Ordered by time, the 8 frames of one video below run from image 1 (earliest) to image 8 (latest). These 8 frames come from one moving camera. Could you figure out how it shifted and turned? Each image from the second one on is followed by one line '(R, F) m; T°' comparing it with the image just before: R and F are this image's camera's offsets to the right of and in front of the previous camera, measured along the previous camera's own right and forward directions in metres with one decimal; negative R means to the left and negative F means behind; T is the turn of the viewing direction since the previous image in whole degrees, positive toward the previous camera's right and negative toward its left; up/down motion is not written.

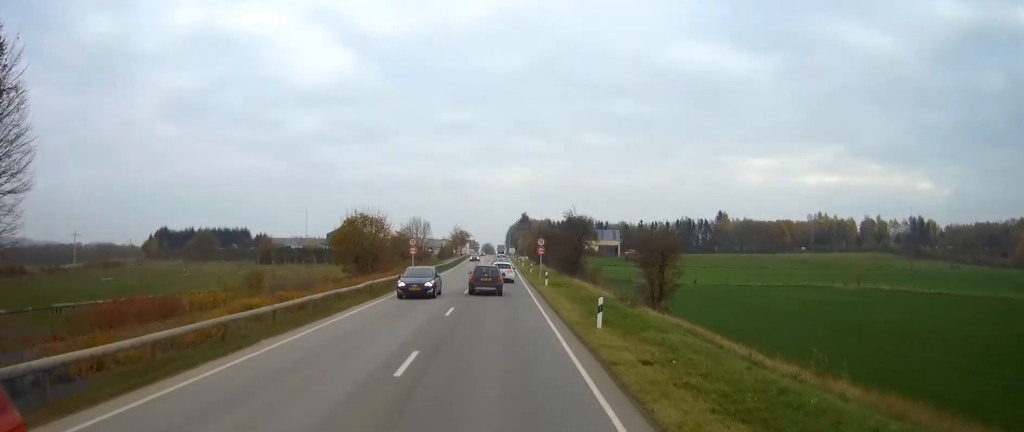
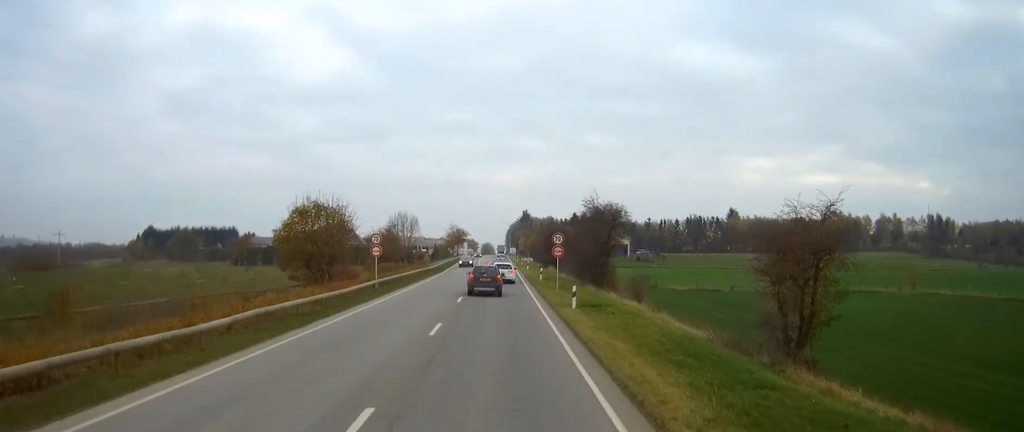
(+0.1, +17.4) m; 0°
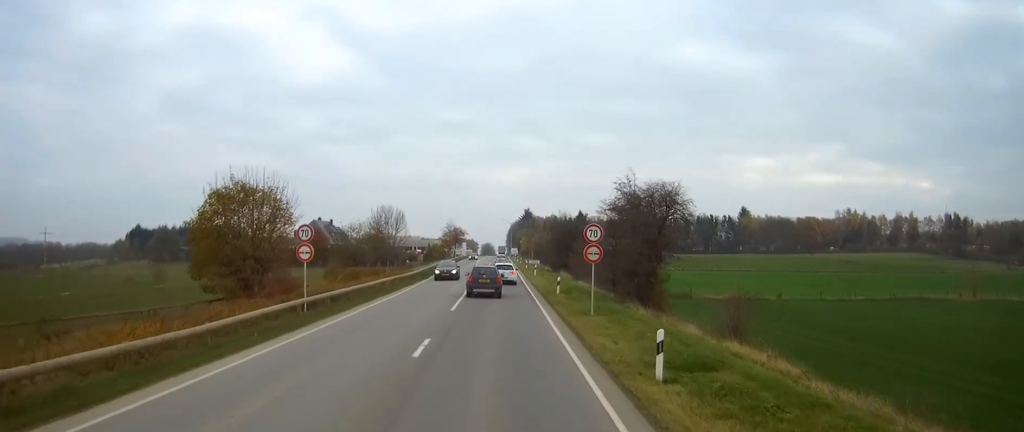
(0.0, +15.5) m; 0°
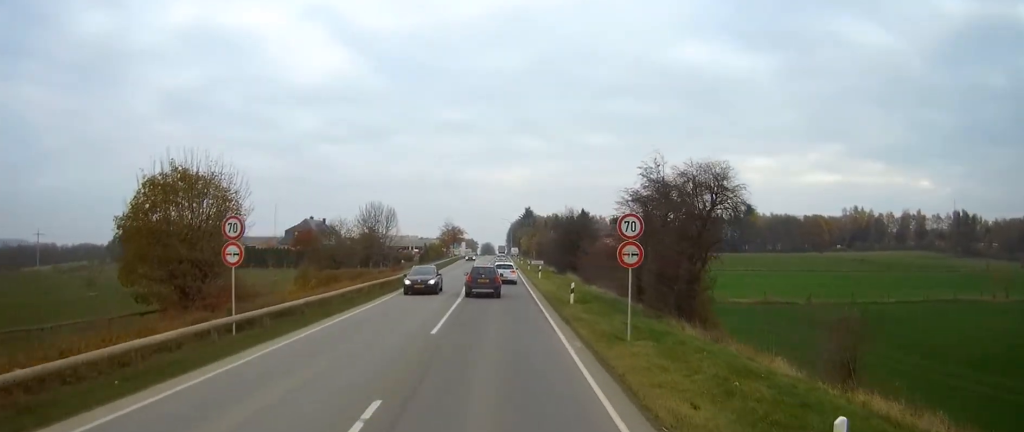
(0.0, +7.4) m; 0°
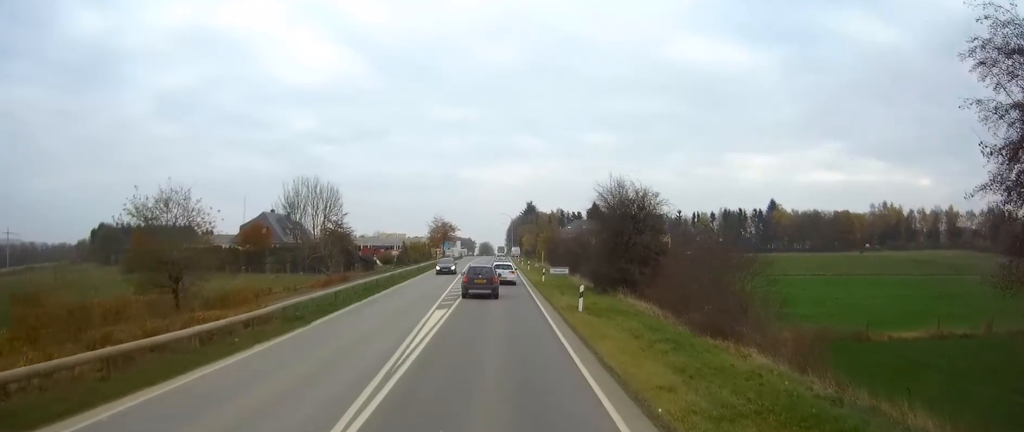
(+0.1, +28.9) m; 0°
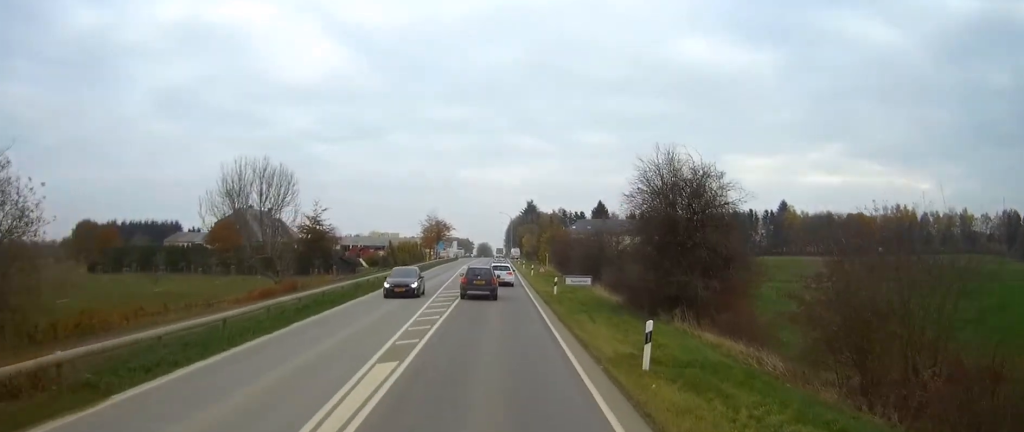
(0.0, +12.4) m; 0°
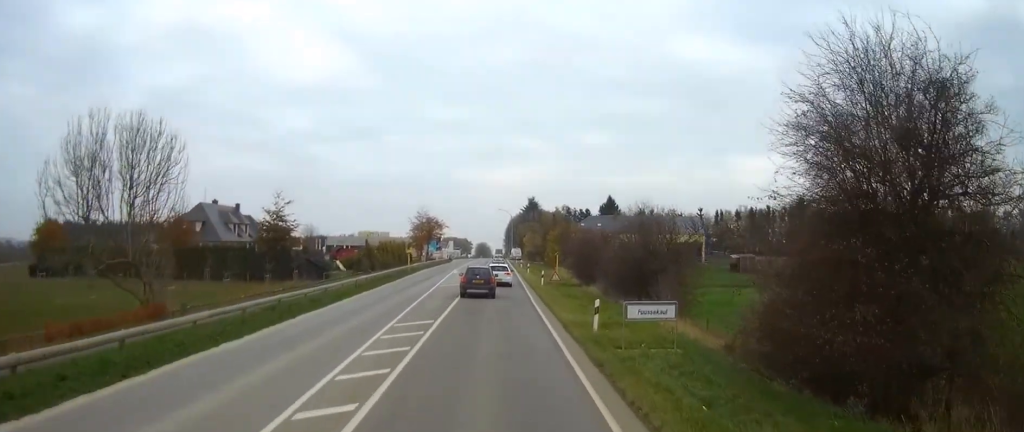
(0.0, +16.8) m; 0°
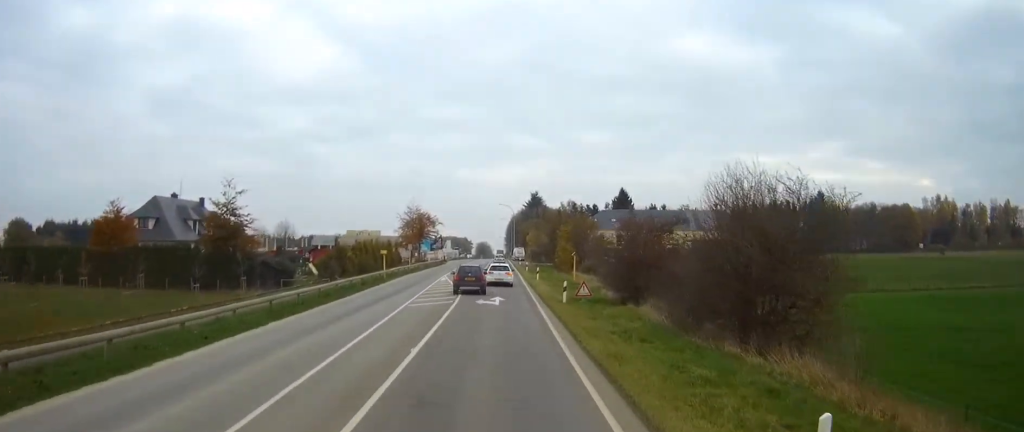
(0.0, +15.7) m; 0°
